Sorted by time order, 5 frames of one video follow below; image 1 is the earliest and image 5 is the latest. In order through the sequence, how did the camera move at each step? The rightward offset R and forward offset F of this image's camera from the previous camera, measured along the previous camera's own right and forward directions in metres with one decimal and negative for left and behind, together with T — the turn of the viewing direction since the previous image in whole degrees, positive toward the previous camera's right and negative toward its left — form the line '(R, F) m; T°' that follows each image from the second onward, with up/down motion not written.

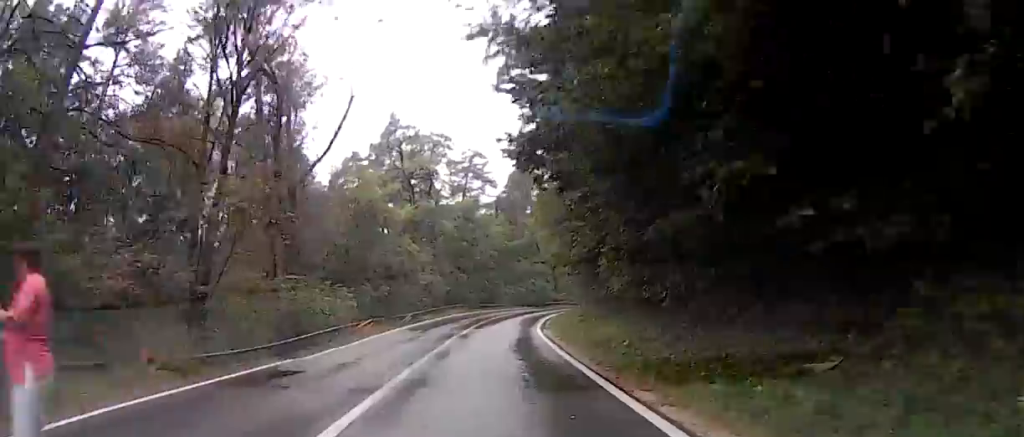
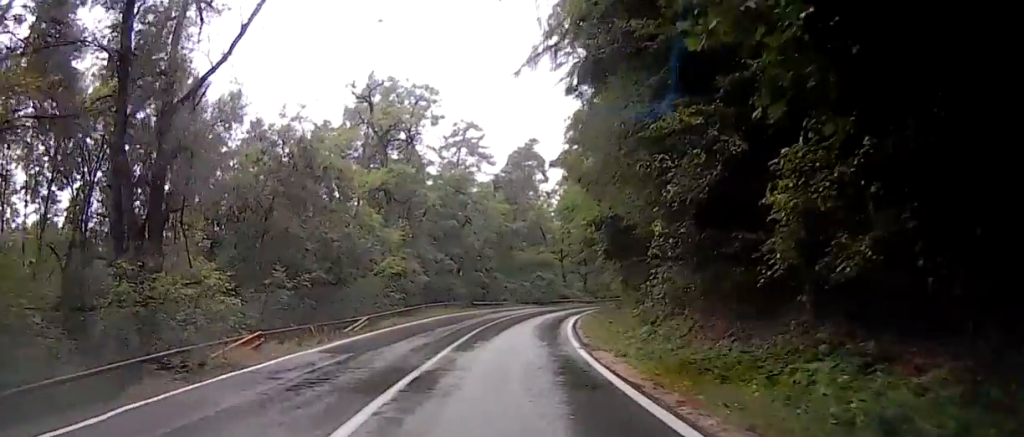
(0.0, +13.5) m; +1°
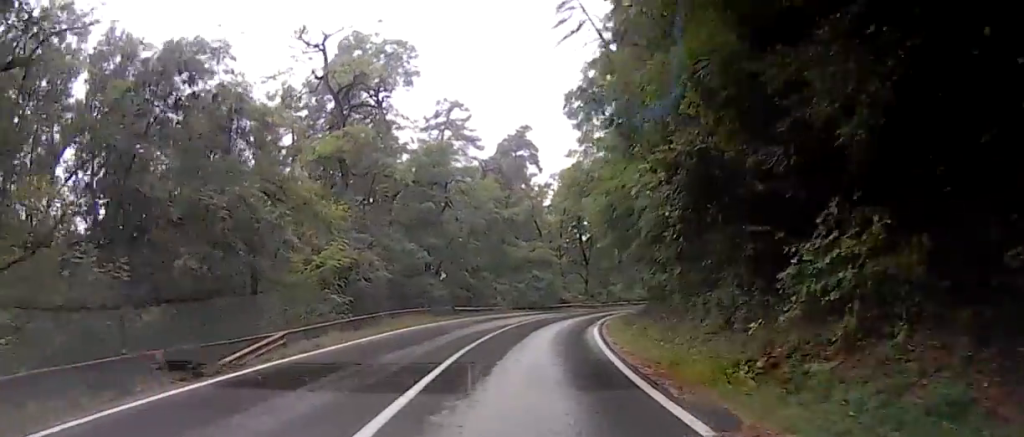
(+0.1, +9.5) m; +2°
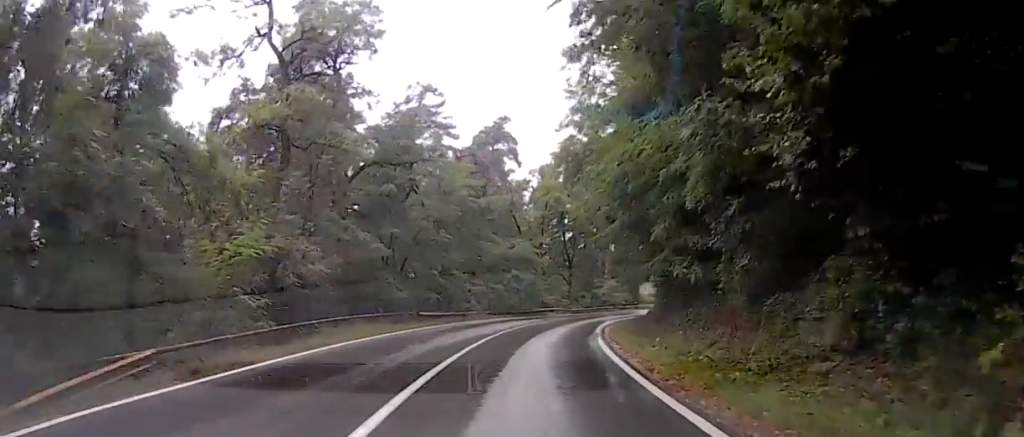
(0.0, +6.0) m; +2°
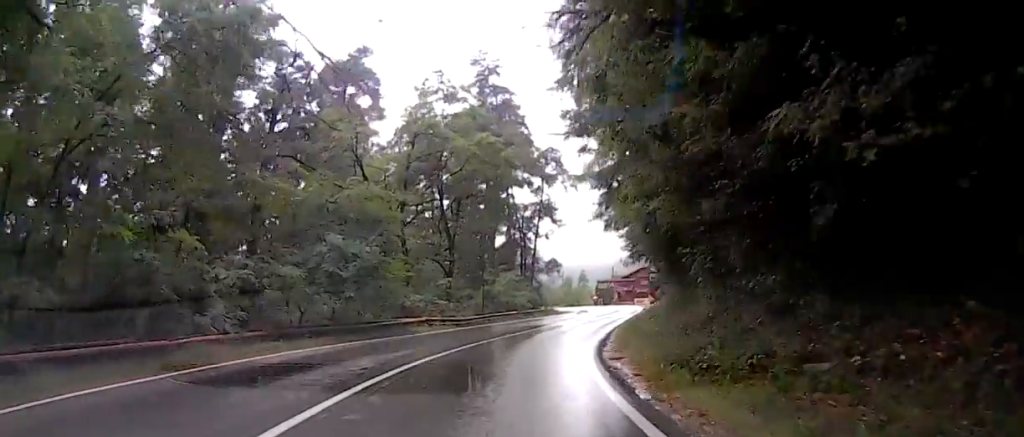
(+3.2, +23.7) m; +10°
